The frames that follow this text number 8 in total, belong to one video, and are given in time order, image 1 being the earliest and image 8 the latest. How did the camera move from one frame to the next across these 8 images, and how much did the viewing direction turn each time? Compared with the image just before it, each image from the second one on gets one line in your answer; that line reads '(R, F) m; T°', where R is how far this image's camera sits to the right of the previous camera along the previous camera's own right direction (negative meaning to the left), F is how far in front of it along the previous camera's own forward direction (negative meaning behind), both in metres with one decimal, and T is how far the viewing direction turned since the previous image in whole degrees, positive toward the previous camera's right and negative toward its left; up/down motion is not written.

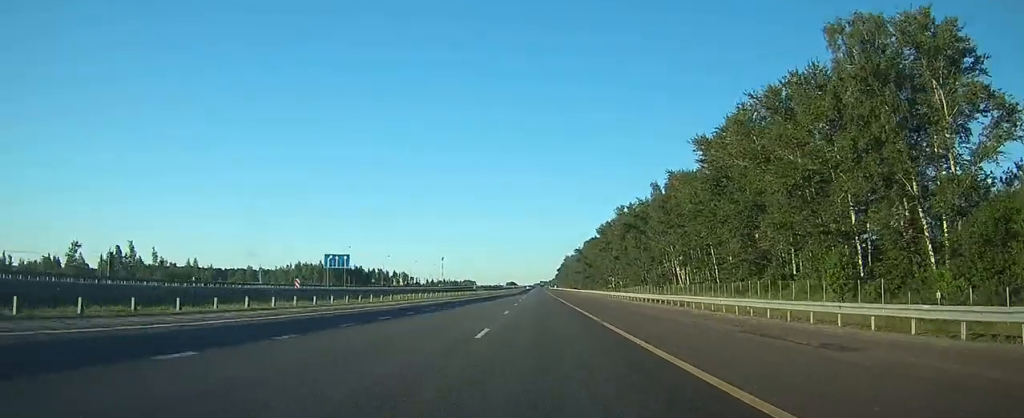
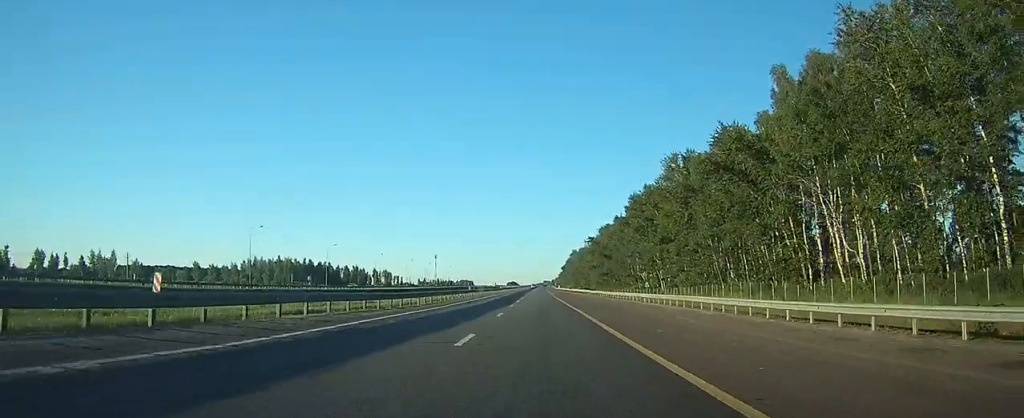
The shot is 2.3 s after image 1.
(+0.1, +61.4) m; 0°
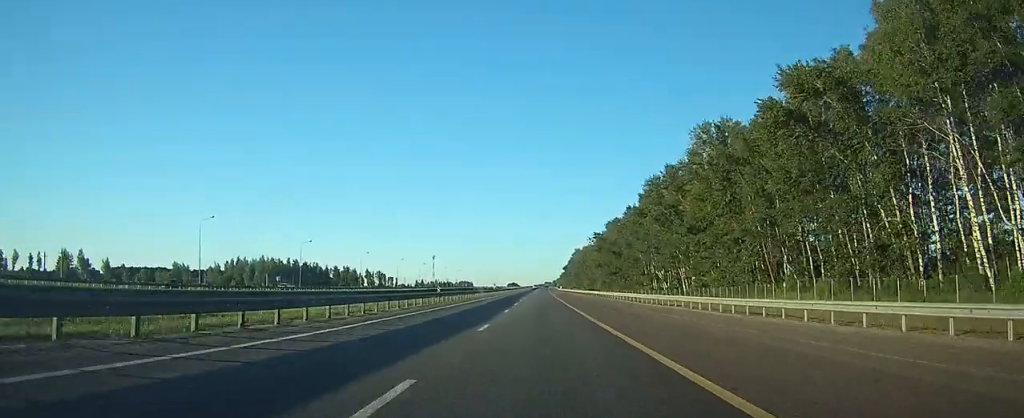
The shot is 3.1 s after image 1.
(0.0, +19.3) m; 0°
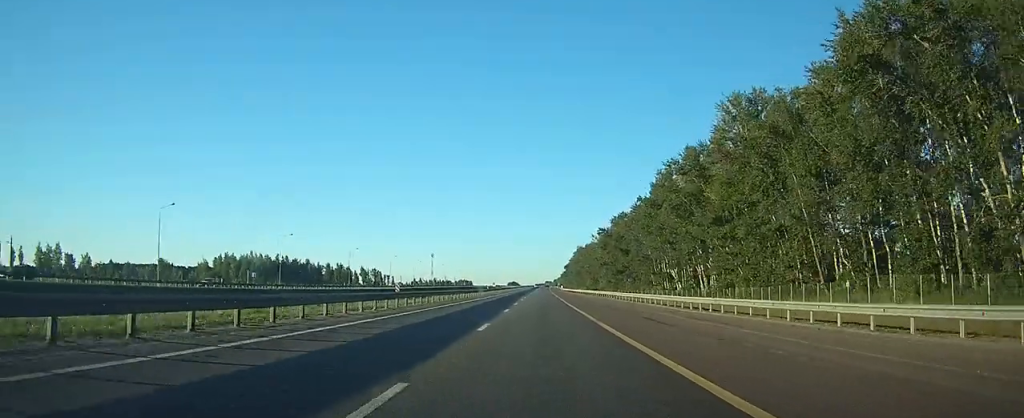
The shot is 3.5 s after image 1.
(0.0, +12.3) m; 0°
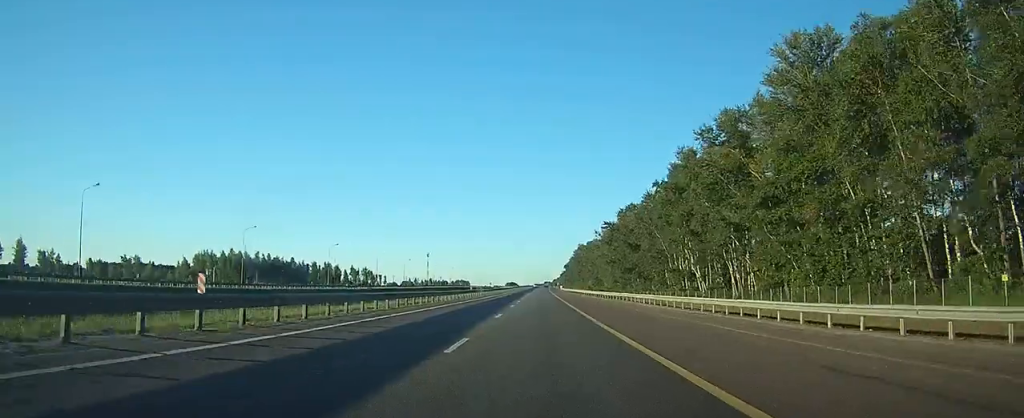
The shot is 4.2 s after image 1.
(0.0, +17.7) m; 0°
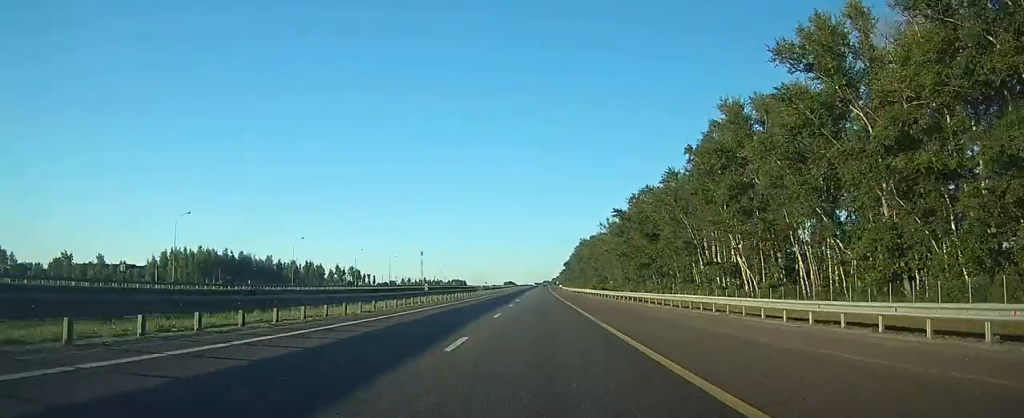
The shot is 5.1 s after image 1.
(+0.1, +23.9) m; 0°
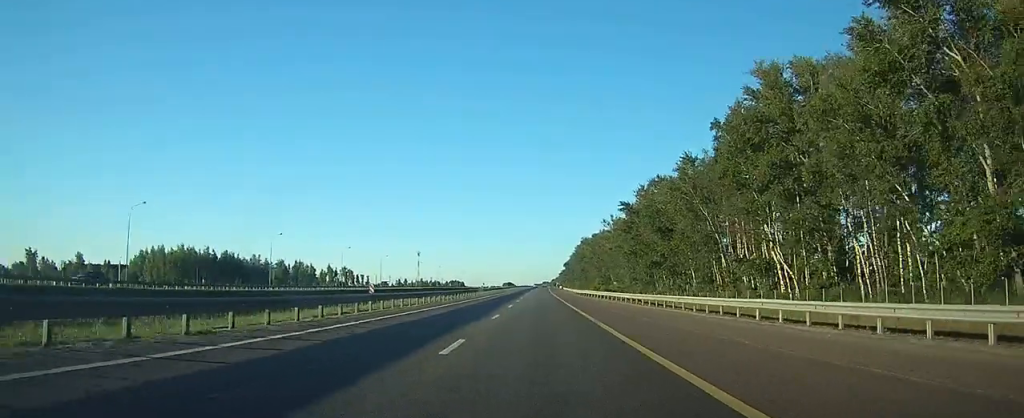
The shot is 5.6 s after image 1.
(0.0, +12.4) m; 0°
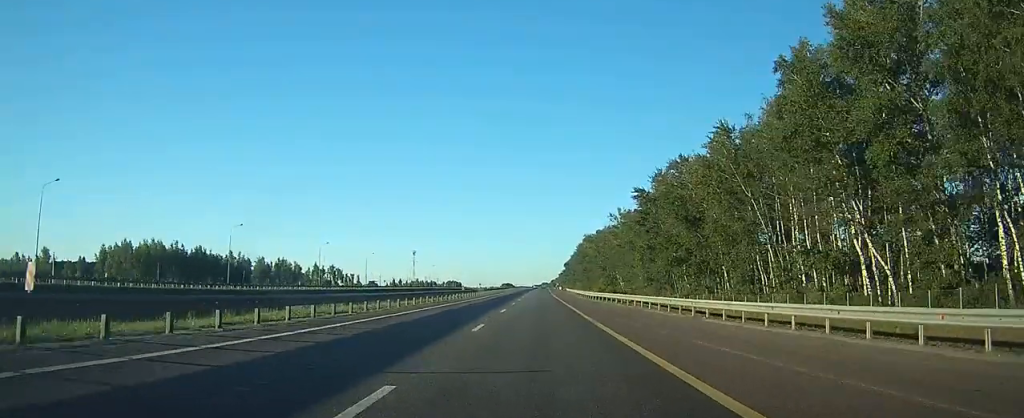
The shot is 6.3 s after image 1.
(0.0, +18.5) m; 0°
